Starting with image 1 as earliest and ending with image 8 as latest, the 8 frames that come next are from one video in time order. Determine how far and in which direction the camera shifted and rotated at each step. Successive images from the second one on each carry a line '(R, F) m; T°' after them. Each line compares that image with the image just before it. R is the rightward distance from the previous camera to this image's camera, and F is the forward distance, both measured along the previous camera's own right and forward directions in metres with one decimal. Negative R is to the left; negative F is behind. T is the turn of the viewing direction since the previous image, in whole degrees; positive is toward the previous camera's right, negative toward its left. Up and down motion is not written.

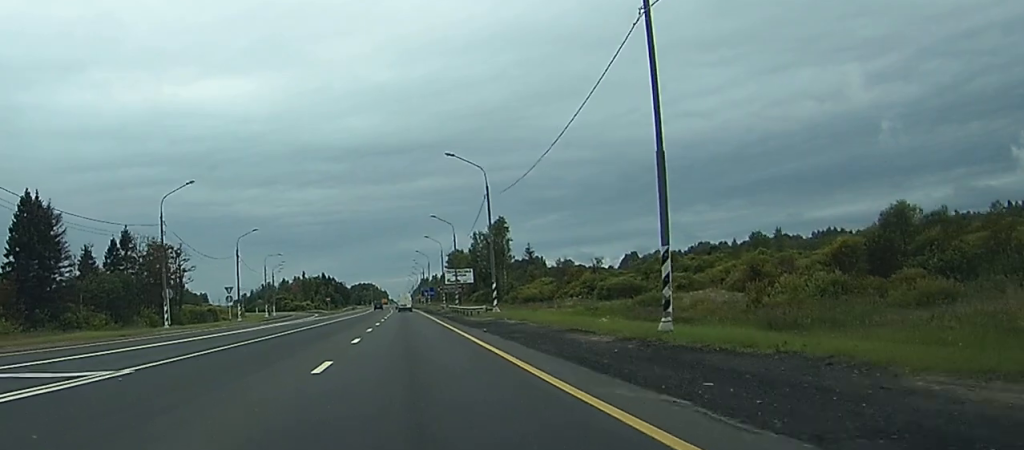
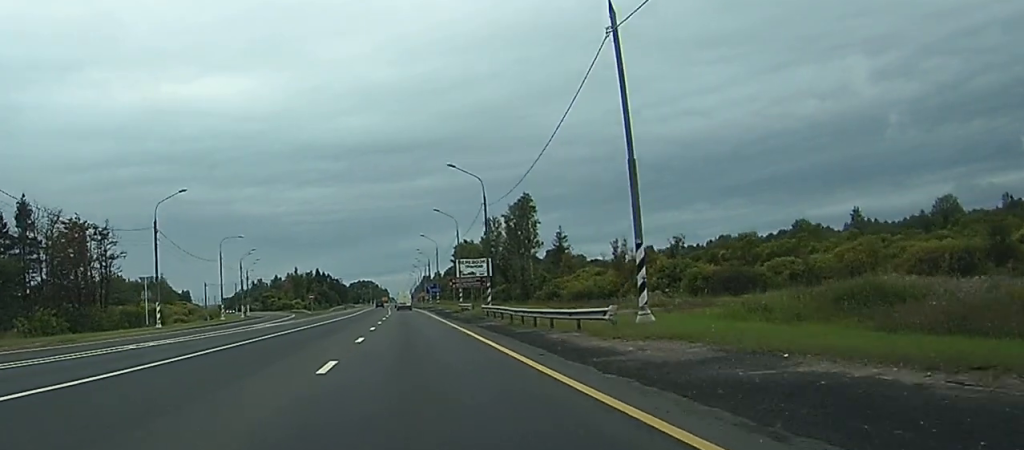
(+0.2, +36.3) m; +2°
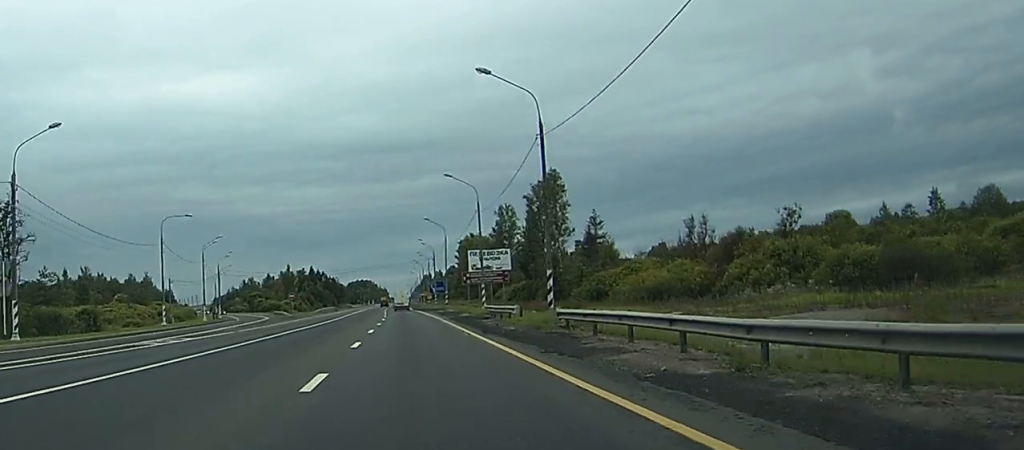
(+0.2, +26.9) m; 0°
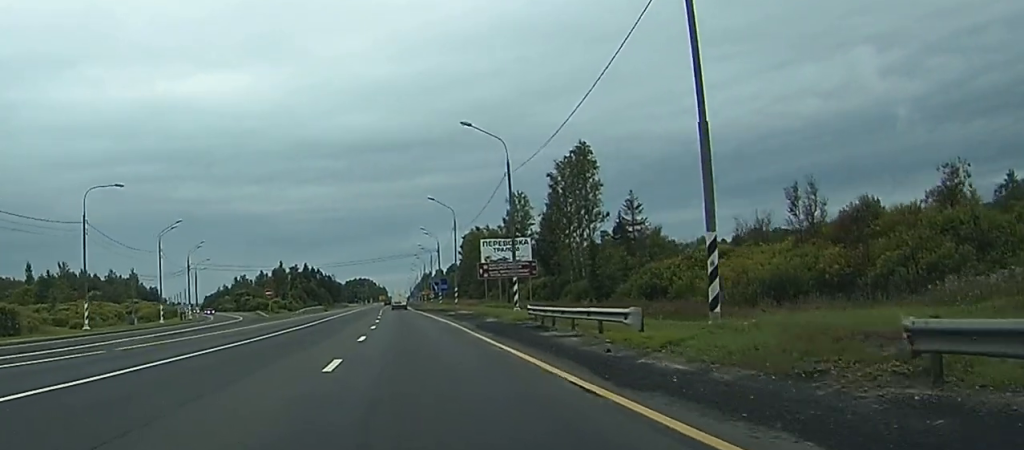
(-0.2, +20.6) m; -1°
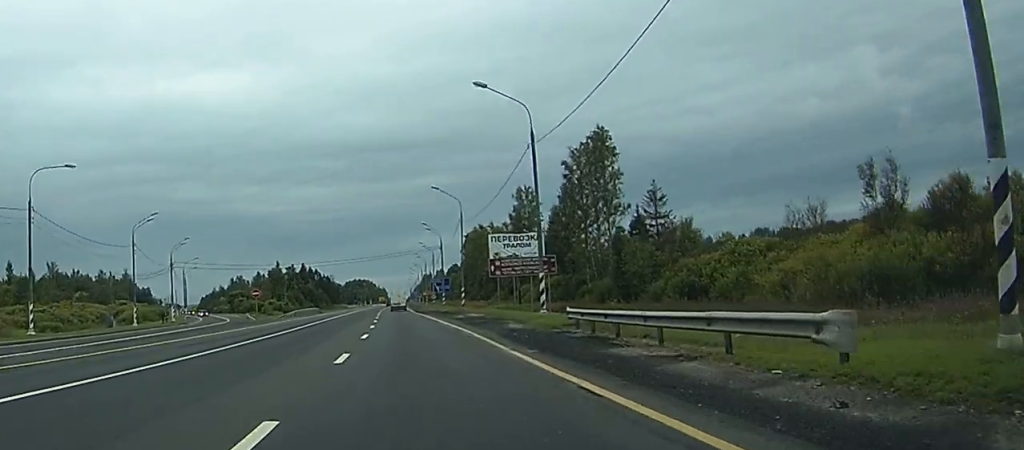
(0.0, +9.6) m; 0°
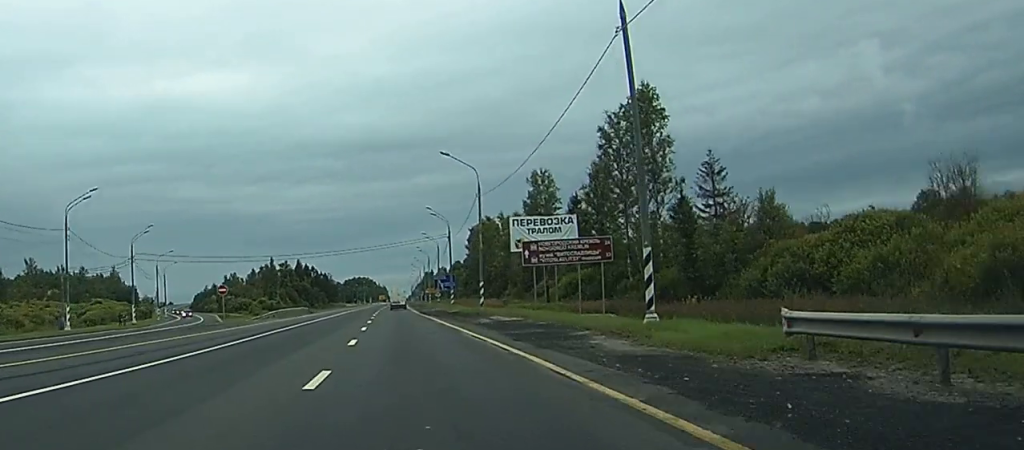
(0.0, +17.8) m; 0°
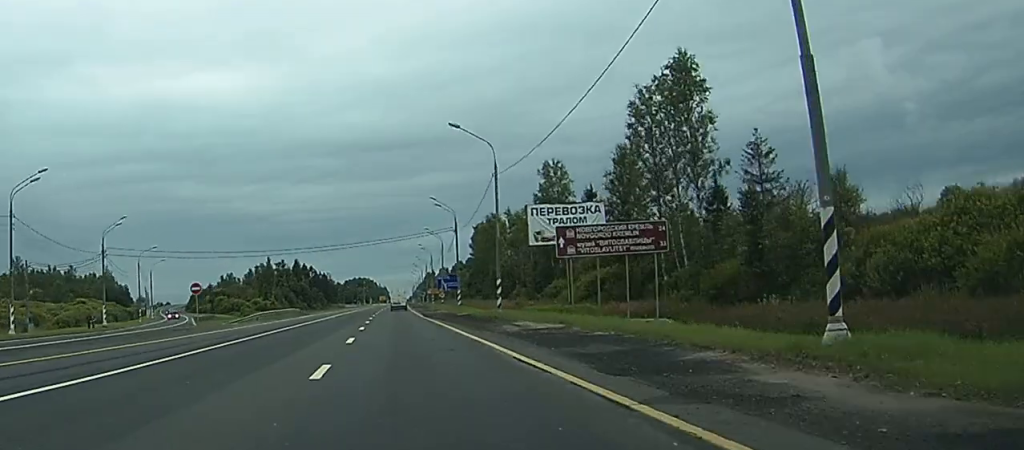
(0.0, +10.4) m; -1°
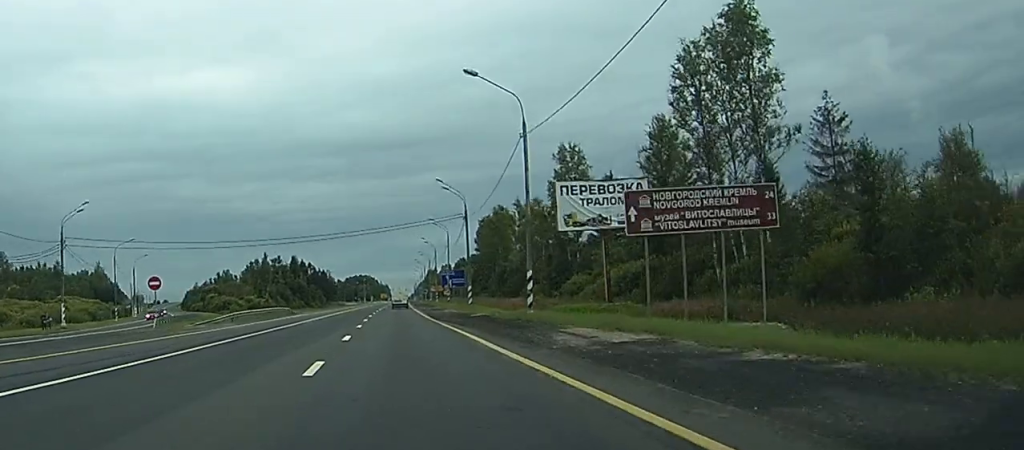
(+0.1, +11.9) m; -2°
